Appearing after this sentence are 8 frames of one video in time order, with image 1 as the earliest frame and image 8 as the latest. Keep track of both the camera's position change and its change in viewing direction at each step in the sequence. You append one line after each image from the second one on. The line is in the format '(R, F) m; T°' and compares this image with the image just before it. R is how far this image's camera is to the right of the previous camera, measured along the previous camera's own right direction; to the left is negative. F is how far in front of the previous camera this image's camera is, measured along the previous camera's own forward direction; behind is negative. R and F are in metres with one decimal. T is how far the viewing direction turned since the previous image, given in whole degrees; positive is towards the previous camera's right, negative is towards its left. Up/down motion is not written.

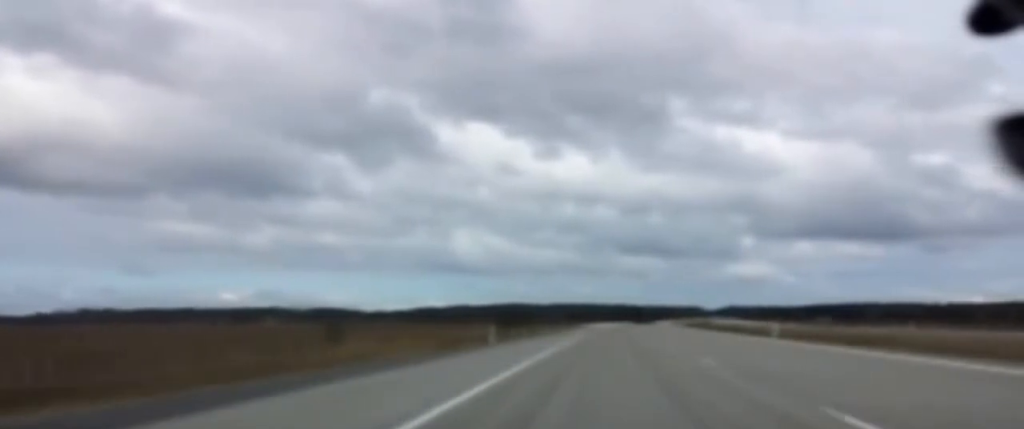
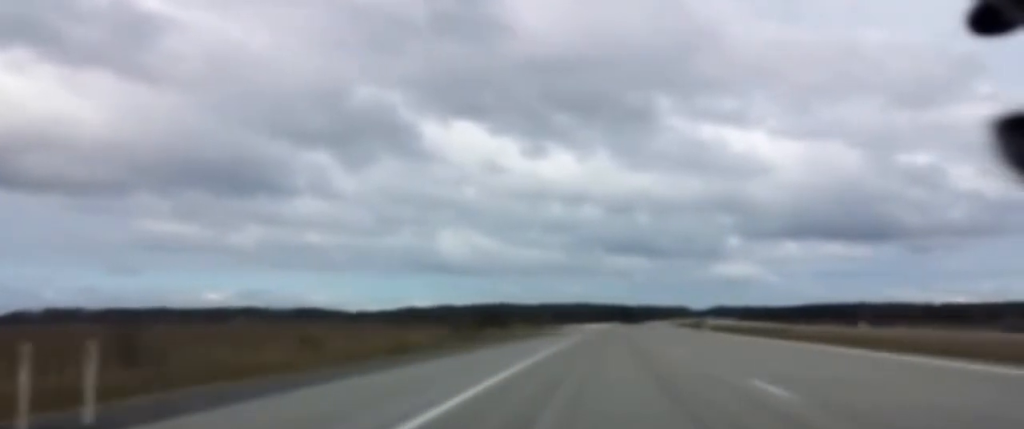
(+0.2, +31.7) m; +1°
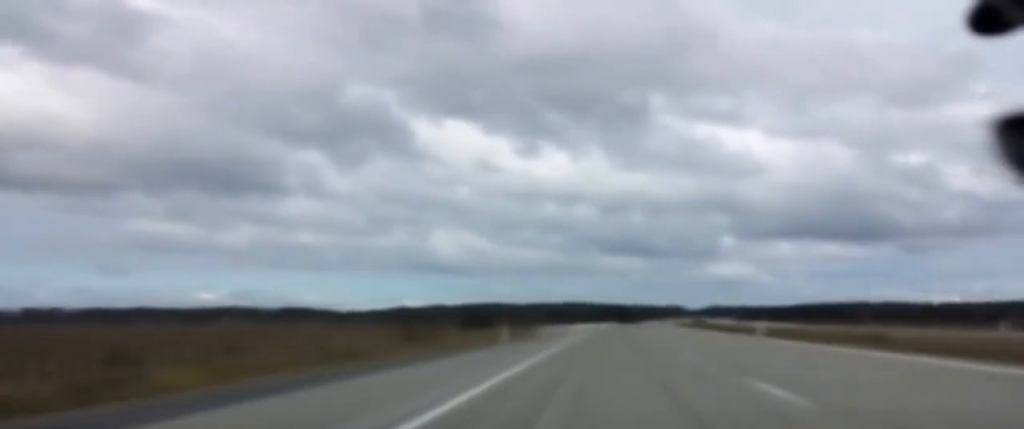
(+0.4, +24.5) m; +1°
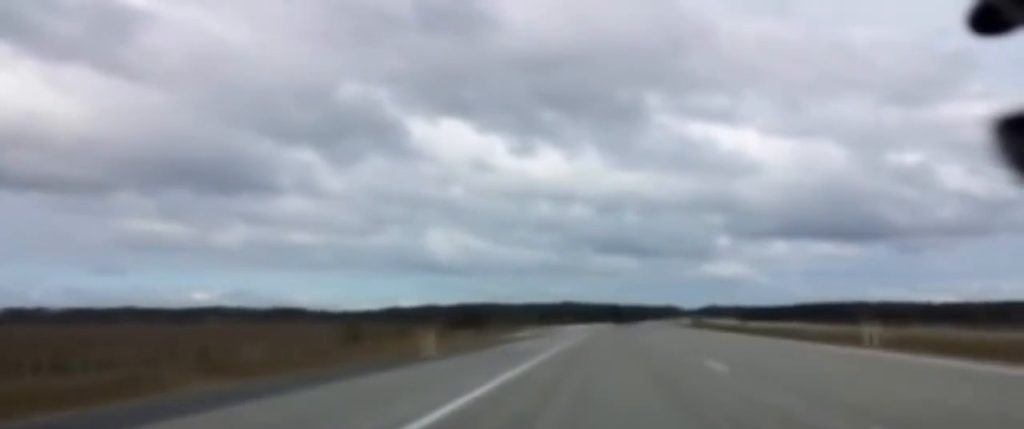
(+0.2, +18.4) m; 0°
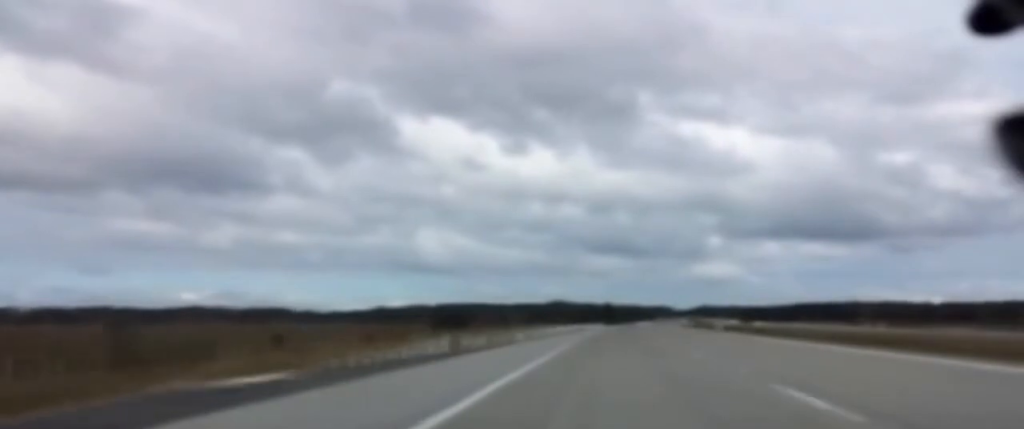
(-0.3, +31.7) m; 0°
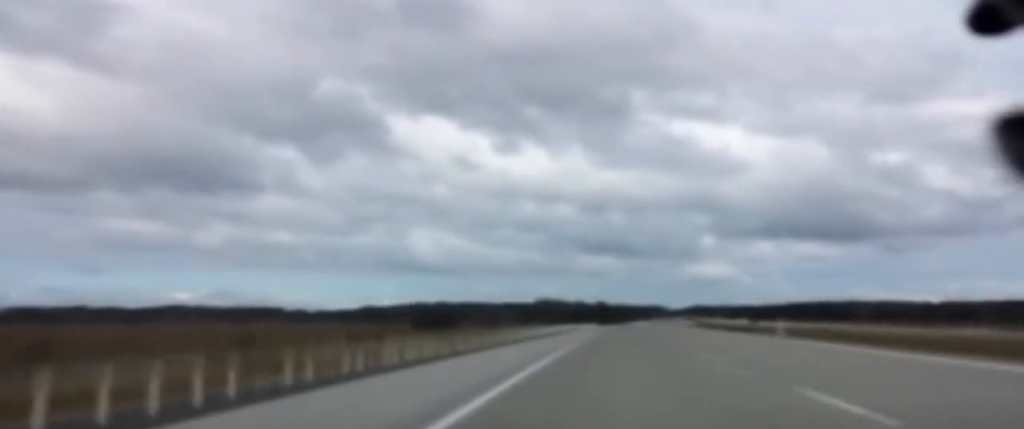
(+0.1, +24.5) m; +1°
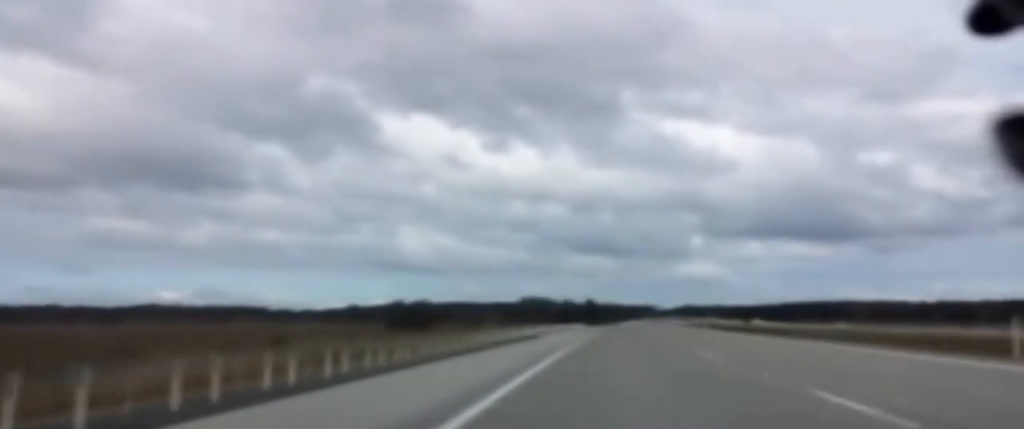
(+0.3, +24.5) m; +1°
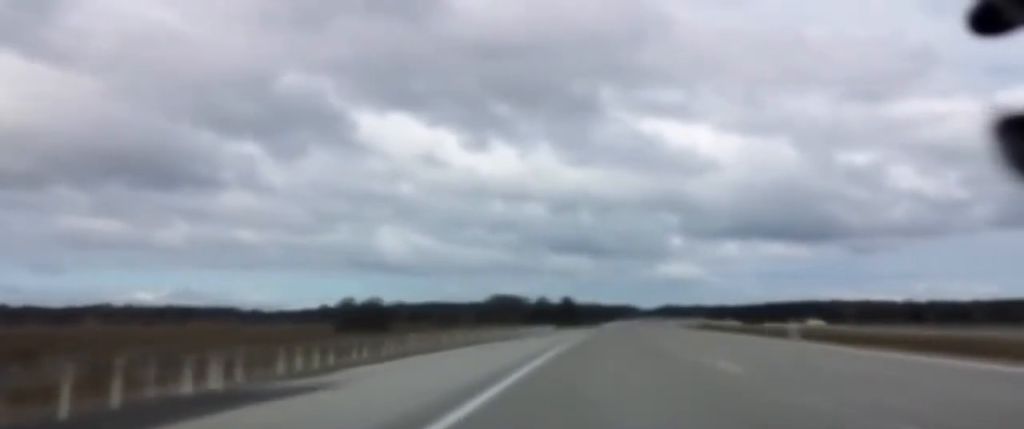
(+0.3, +40.9) m; +1°
